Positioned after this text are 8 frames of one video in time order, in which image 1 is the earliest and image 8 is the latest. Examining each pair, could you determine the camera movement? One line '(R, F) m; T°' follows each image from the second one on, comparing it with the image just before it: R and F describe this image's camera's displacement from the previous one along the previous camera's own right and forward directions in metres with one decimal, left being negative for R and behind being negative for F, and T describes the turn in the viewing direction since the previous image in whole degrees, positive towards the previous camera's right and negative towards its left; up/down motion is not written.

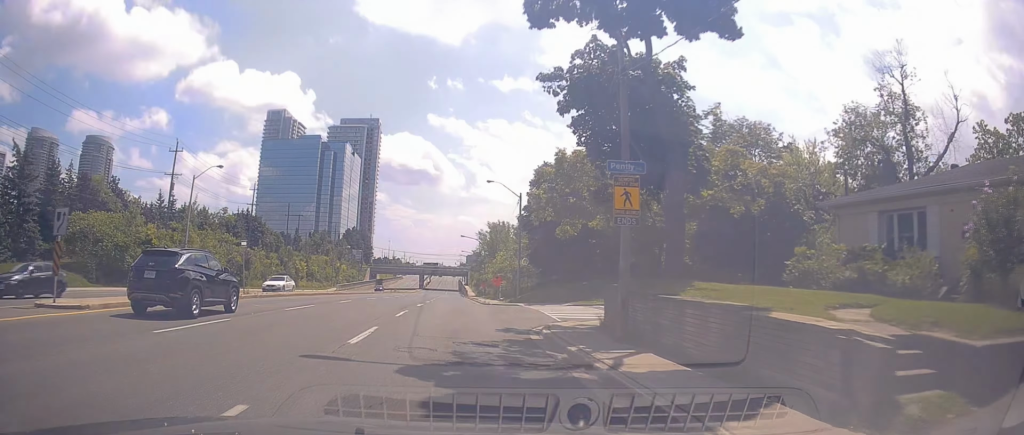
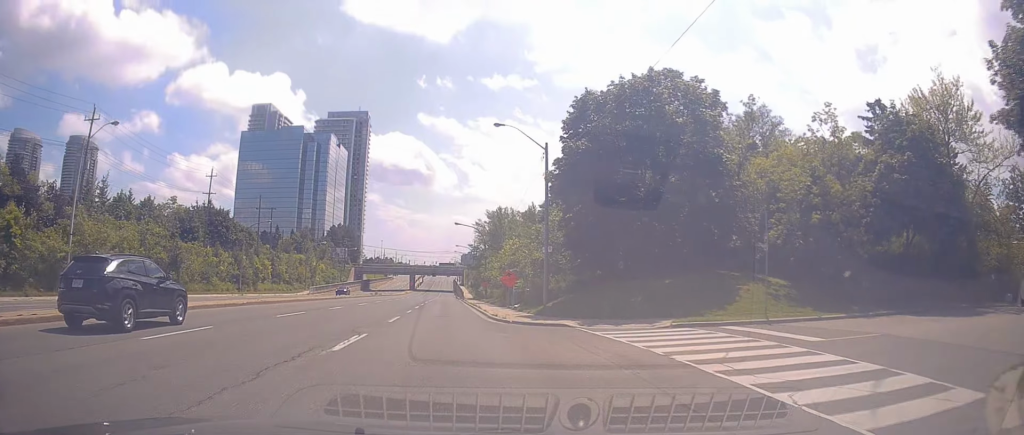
(-0.3, +18.1) m; -1°
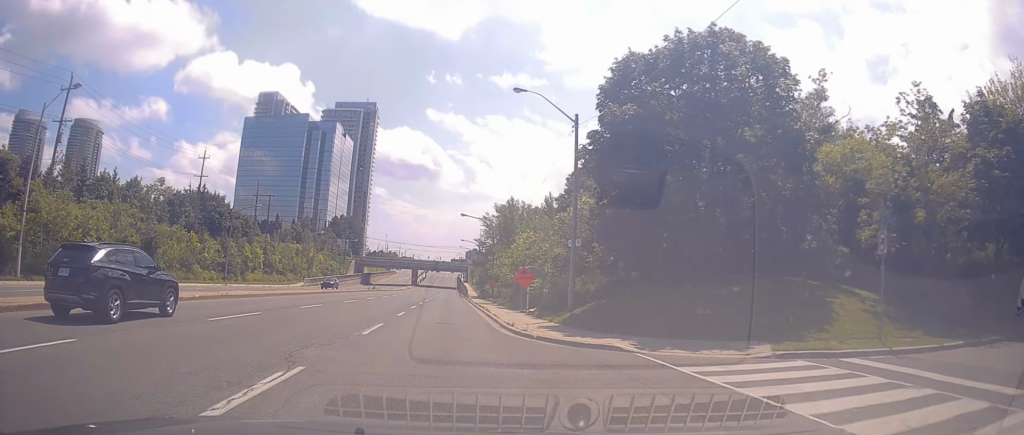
(0.0, +6.1) m; 0°
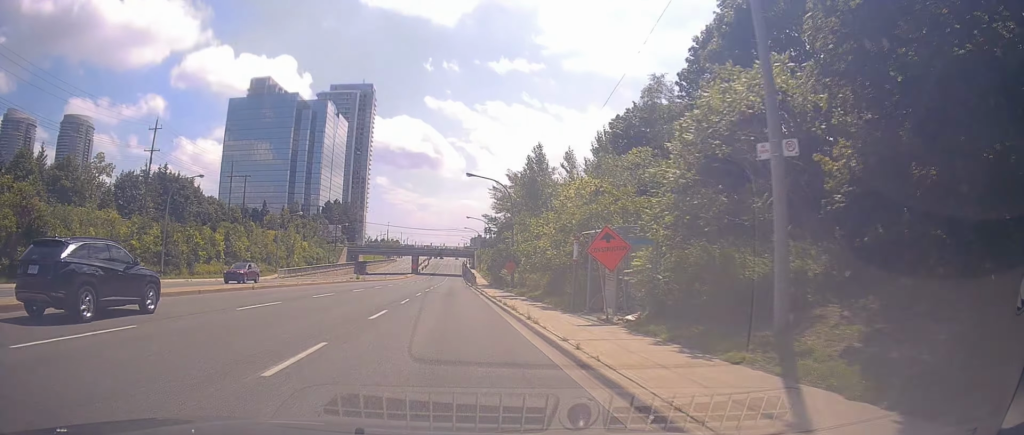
(+0.2, +17.0) m; +2°
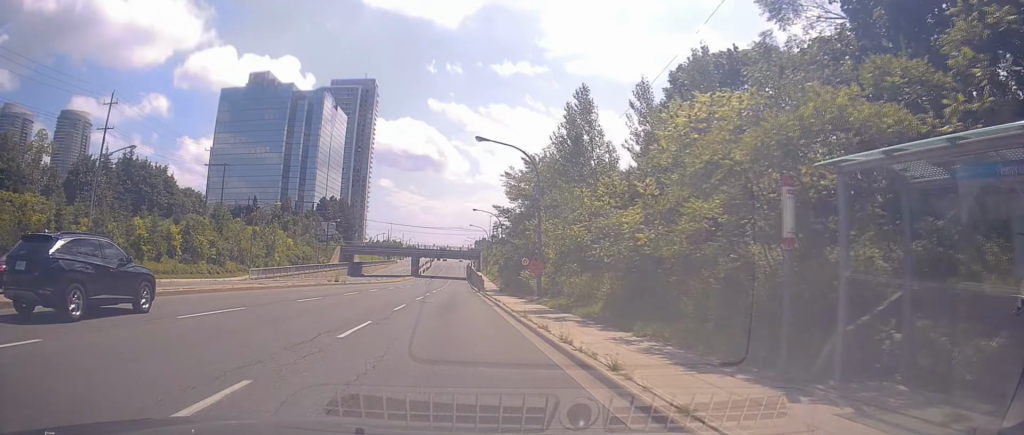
(+0.2, +12.7) m; -1°
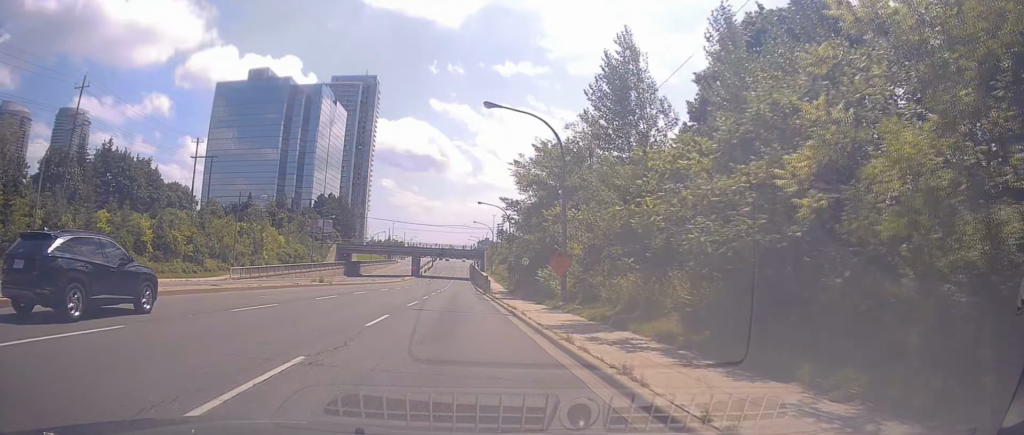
(-0.1, +6.6) m; -1°
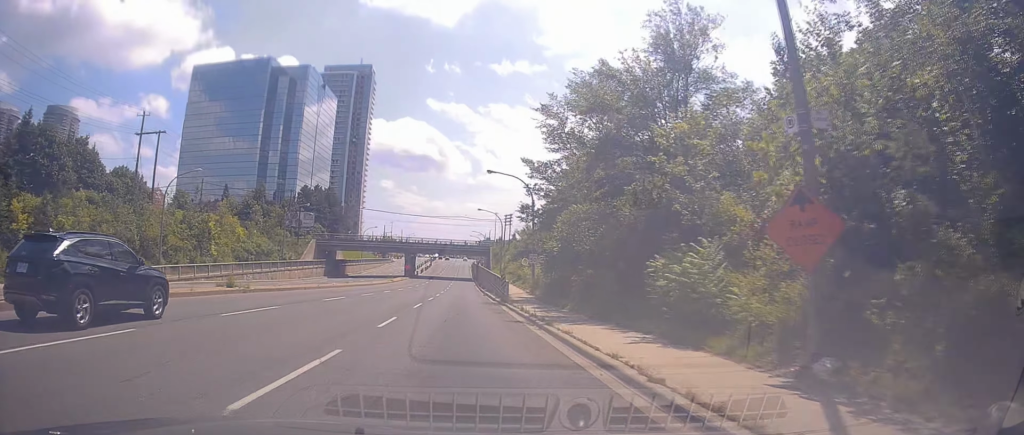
(-0.6, +18.0) m; -2°
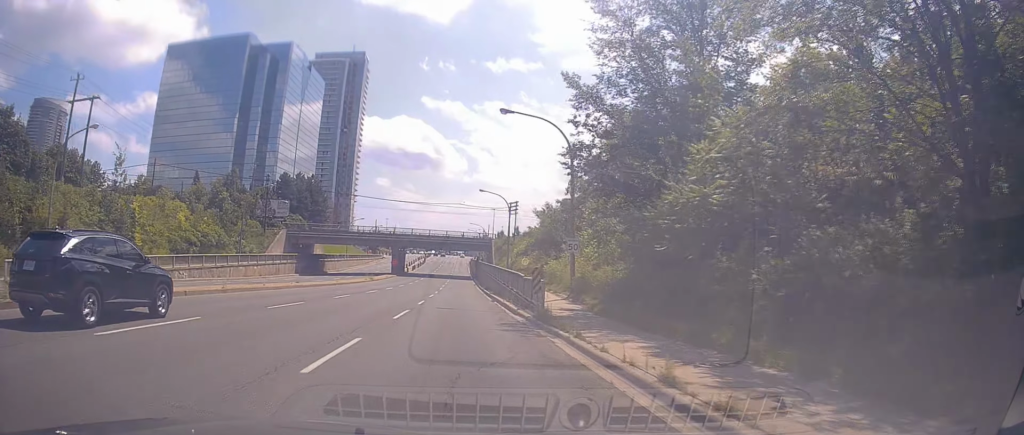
(+0.1, +15.7) m; +1°
